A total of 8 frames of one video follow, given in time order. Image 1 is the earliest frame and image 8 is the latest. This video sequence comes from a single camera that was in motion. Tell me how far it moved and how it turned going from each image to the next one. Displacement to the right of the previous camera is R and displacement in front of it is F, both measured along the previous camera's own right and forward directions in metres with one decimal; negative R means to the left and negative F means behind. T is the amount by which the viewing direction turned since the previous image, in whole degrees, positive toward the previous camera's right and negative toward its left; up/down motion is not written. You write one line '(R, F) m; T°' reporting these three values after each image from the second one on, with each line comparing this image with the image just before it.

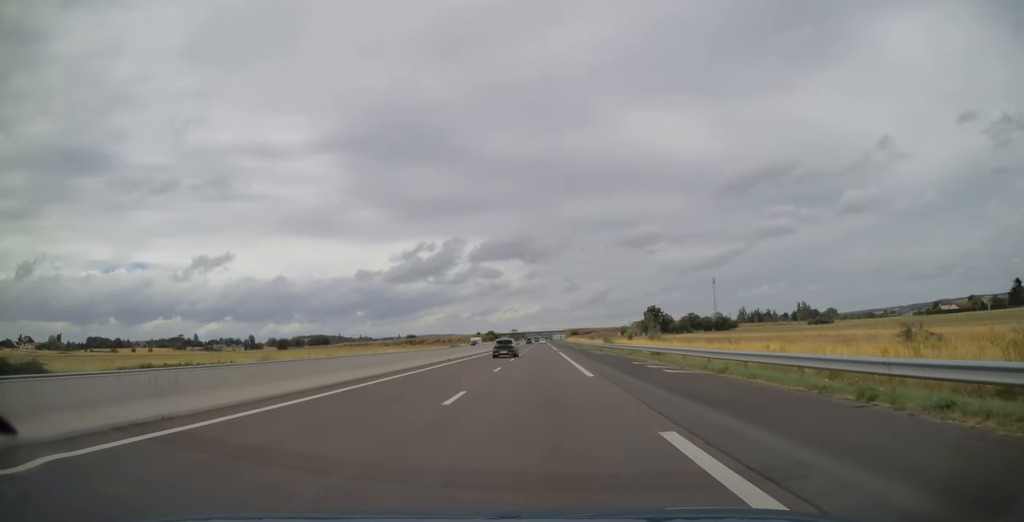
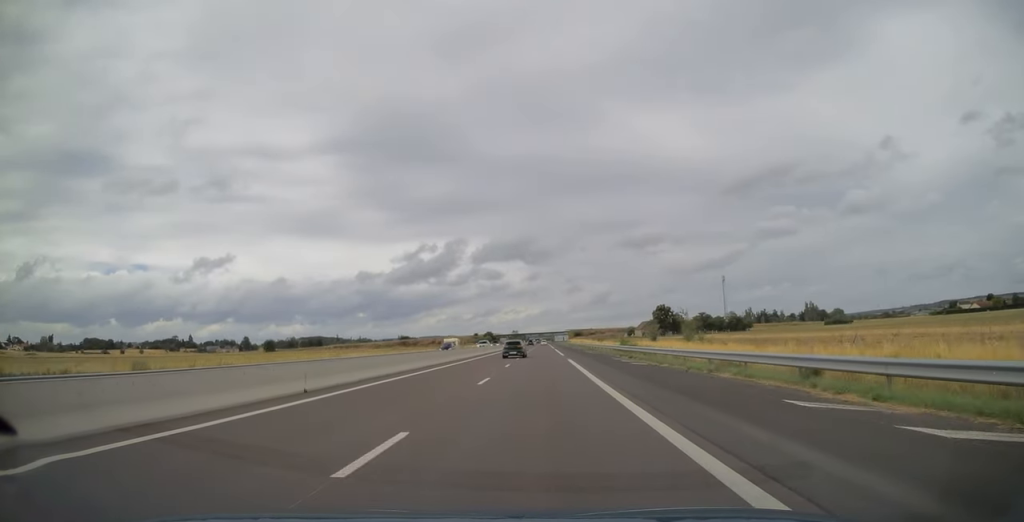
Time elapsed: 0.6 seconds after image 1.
(0.0, +19.8) m; 0°
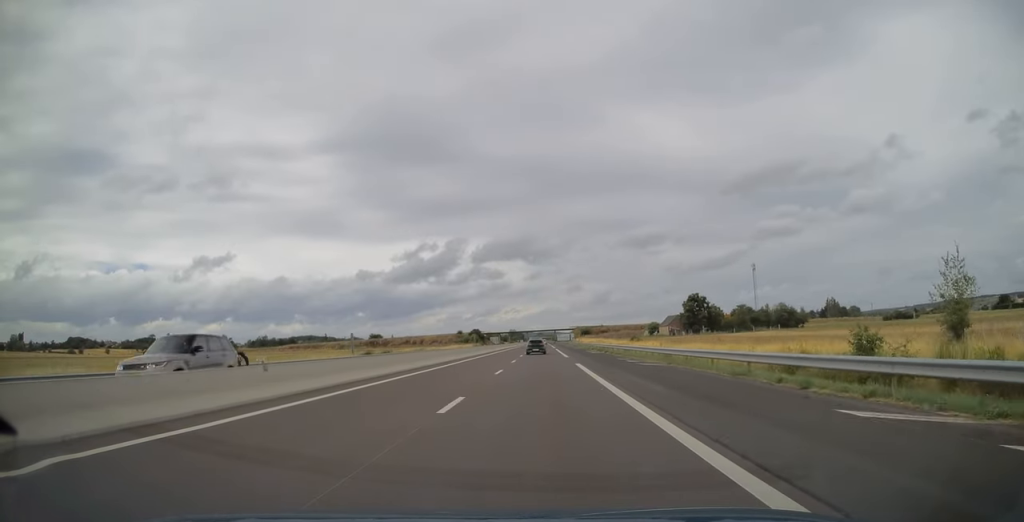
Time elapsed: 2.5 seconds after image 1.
(-0.3, +60.1) m; 0°
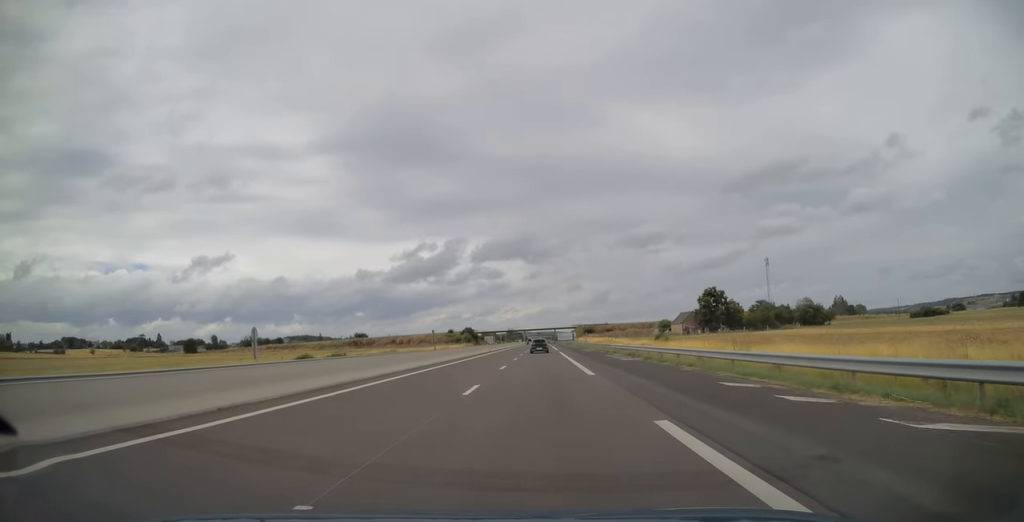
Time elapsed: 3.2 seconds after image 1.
(+0.1, +22.6) m; 0°
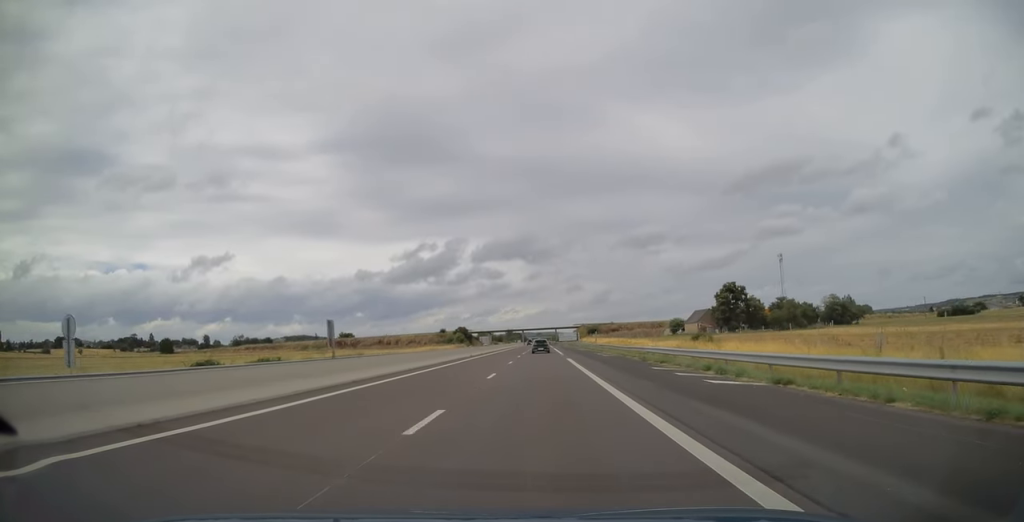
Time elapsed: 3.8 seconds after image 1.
(0.0, +19.3) m; 0°
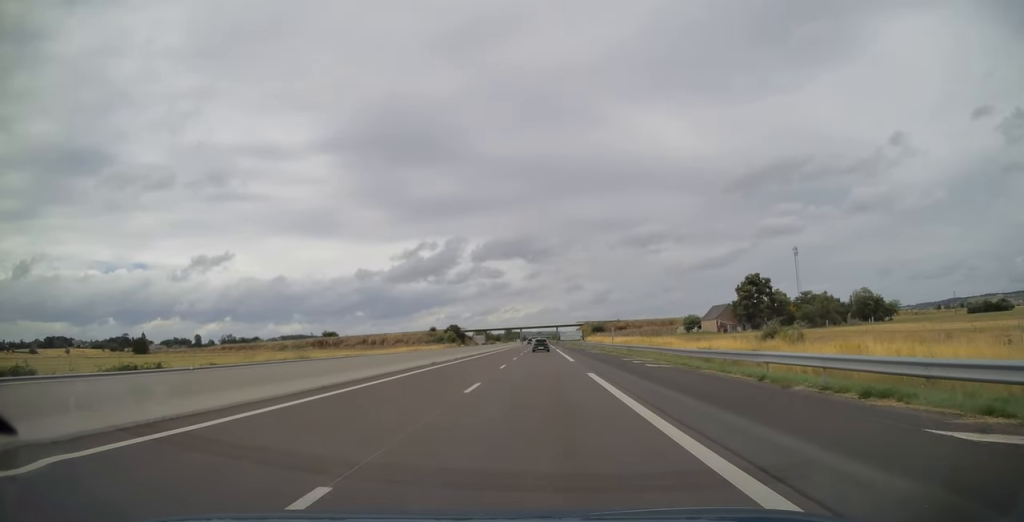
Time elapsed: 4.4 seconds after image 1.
(-0.1, +19.4) m; 0°
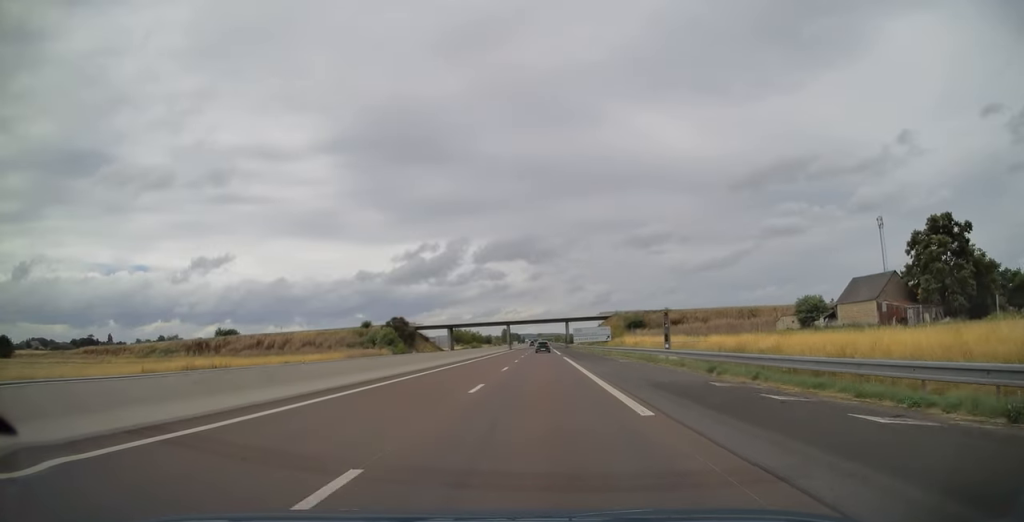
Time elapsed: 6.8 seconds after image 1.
(+0.3, +77.4) m; 0°
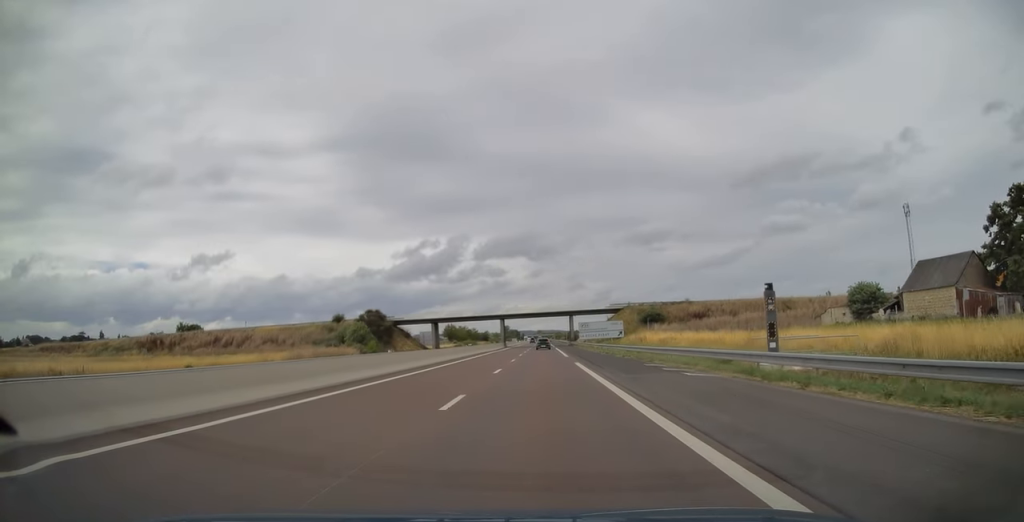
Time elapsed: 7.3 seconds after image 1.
(-0.1, +17.7) m; 0°
